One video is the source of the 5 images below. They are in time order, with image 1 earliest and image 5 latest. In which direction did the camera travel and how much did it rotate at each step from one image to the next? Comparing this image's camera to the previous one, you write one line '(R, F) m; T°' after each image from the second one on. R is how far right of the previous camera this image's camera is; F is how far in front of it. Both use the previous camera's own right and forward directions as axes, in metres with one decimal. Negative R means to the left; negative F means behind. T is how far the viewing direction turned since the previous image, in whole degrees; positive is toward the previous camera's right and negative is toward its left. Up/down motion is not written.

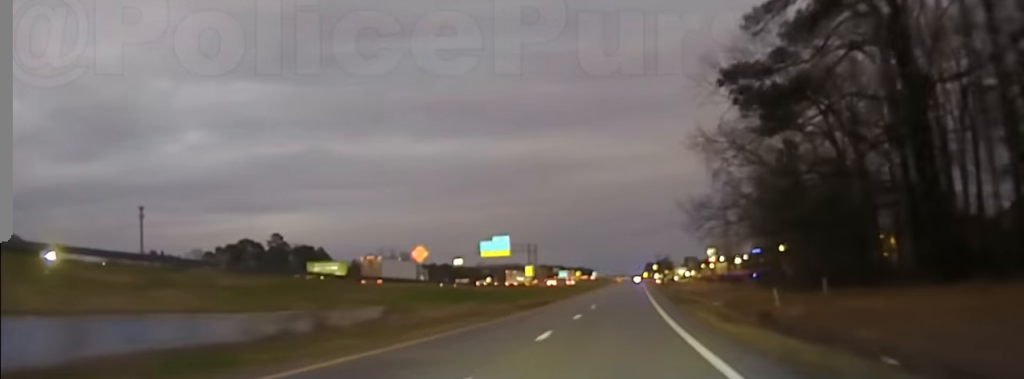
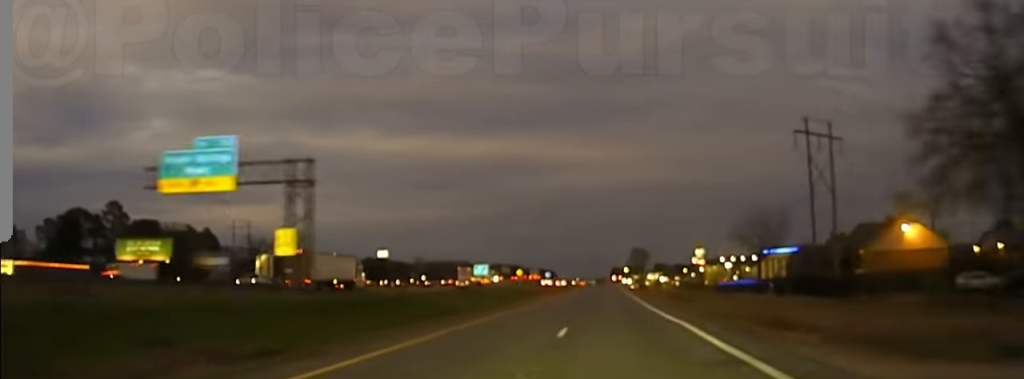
(+4.0, +116.4) m; +3°
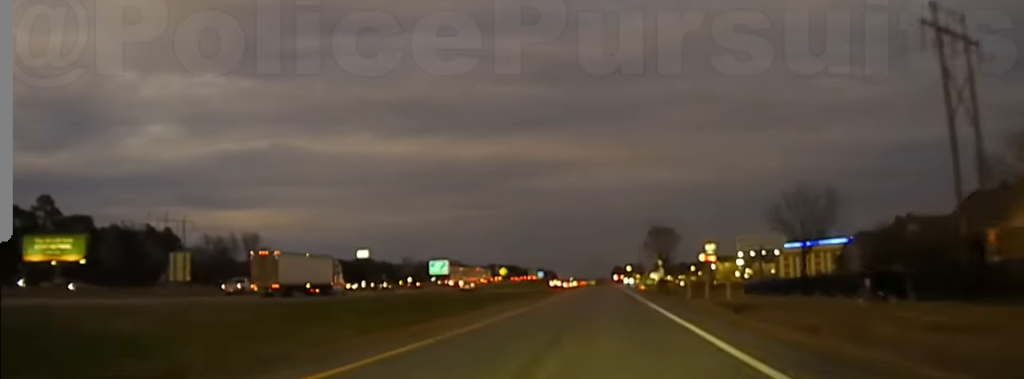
(+0.1, +34.2) m; 0°
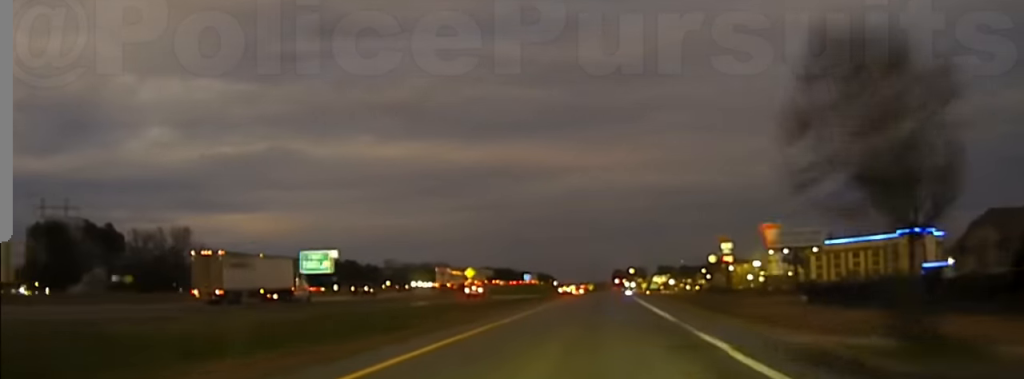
(+0.1, +40.2) m; +1°
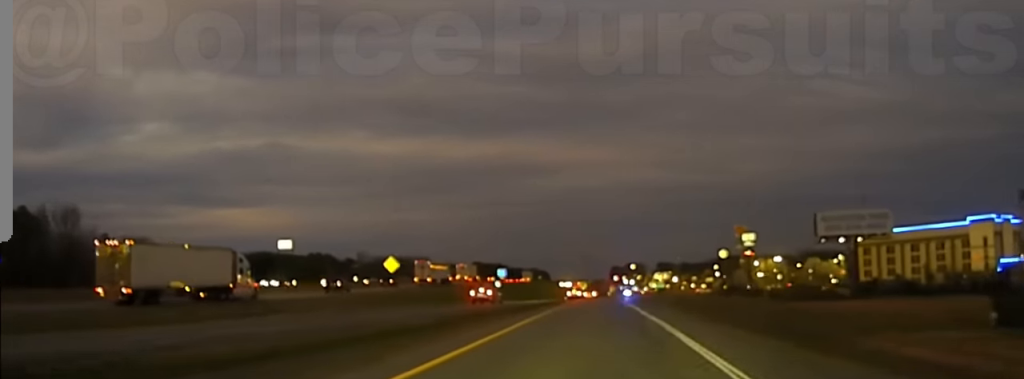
(+0.2, +47.6) m; 0°
